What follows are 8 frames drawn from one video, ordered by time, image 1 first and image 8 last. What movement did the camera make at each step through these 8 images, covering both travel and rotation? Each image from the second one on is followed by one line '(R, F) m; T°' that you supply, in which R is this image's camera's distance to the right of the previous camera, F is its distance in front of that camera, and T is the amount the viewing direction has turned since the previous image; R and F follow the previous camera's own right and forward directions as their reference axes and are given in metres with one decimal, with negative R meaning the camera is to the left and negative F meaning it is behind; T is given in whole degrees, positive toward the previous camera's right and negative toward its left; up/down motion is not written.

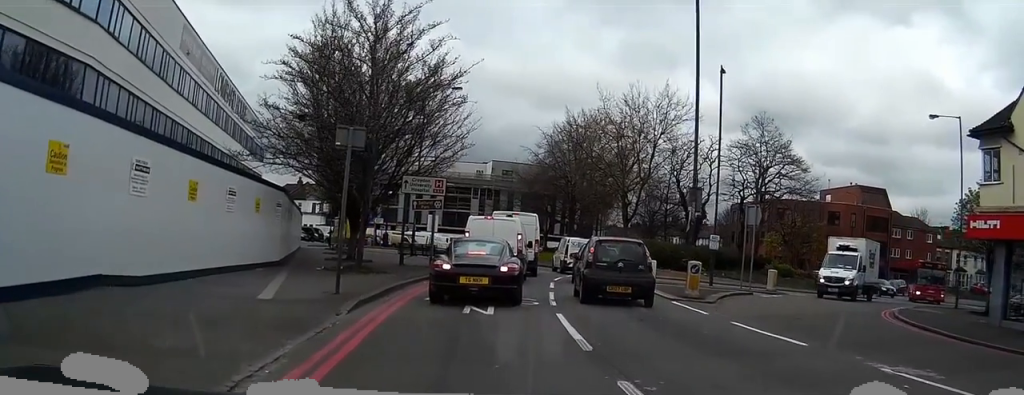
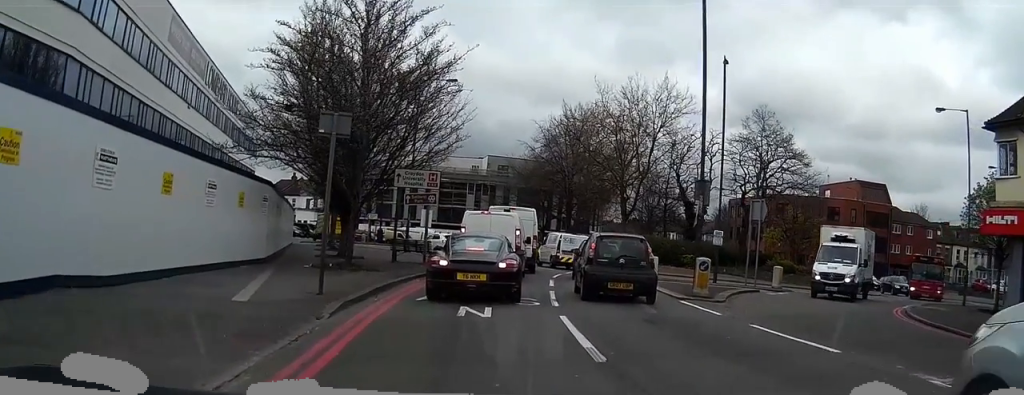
(0.0, +1.1) m; -1°
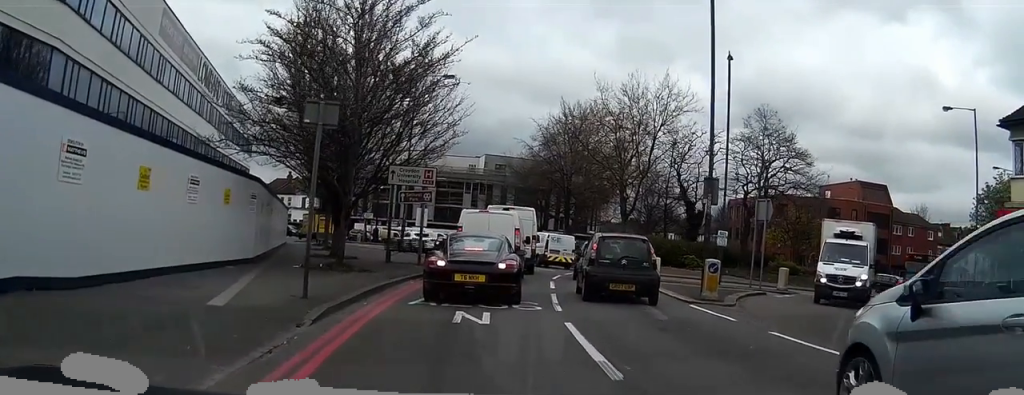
(0.0, +1.0) m; 0°
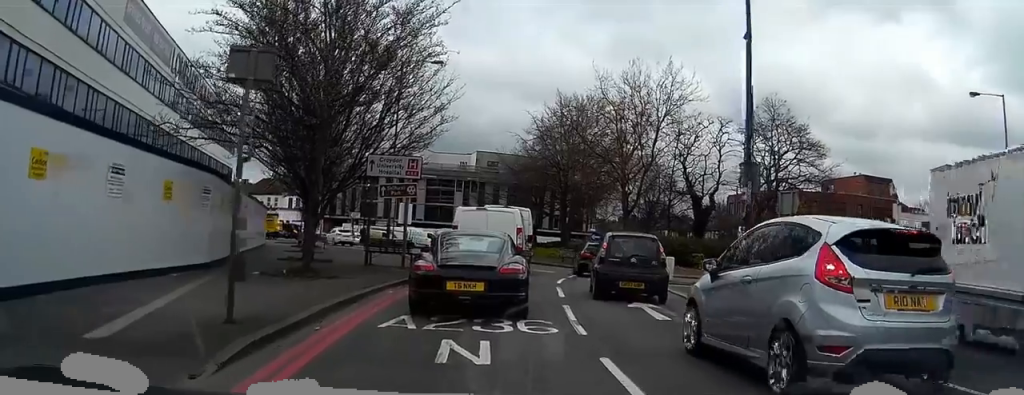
(0.0, +3.5) m; +1°
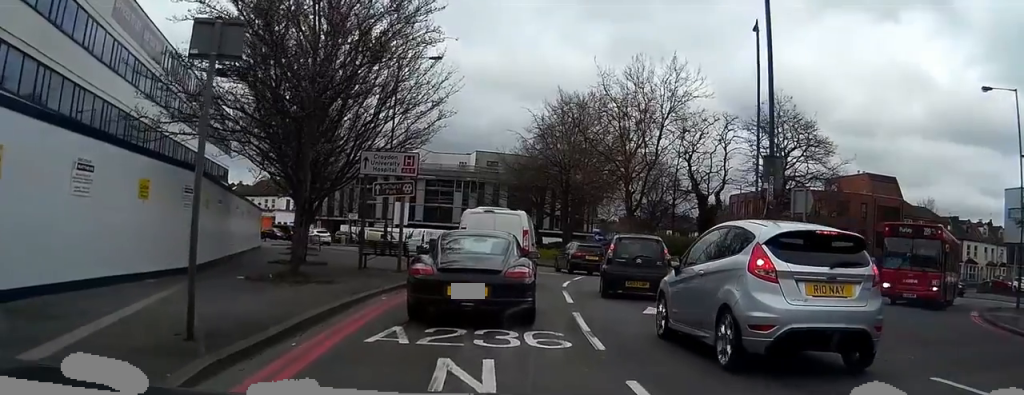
(0.0, +1.2) m; 0°
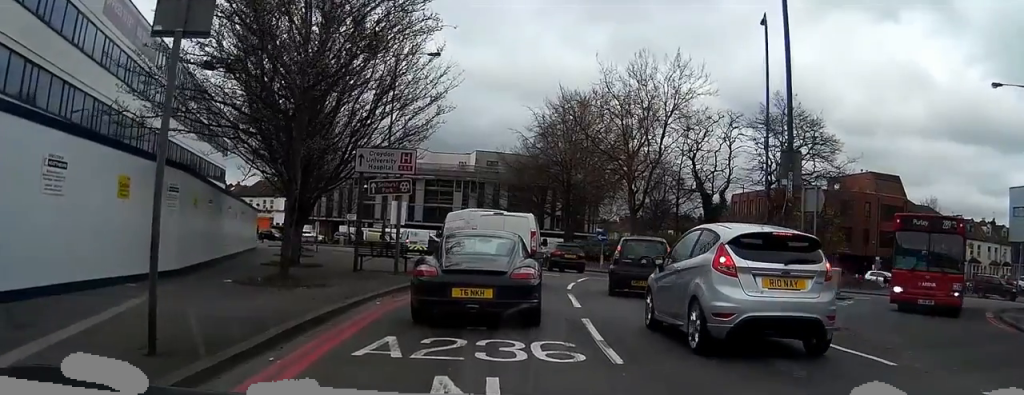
(0.0, +0.9) m; 0°
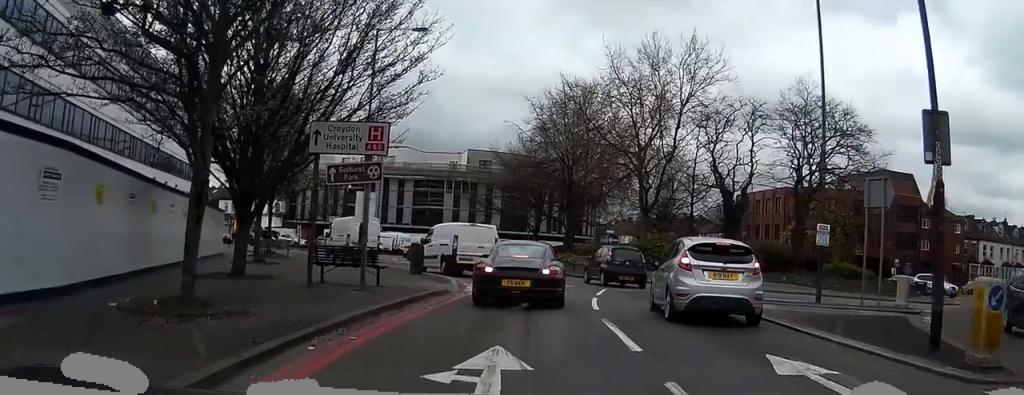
(0.0, +5.5) m; +1°
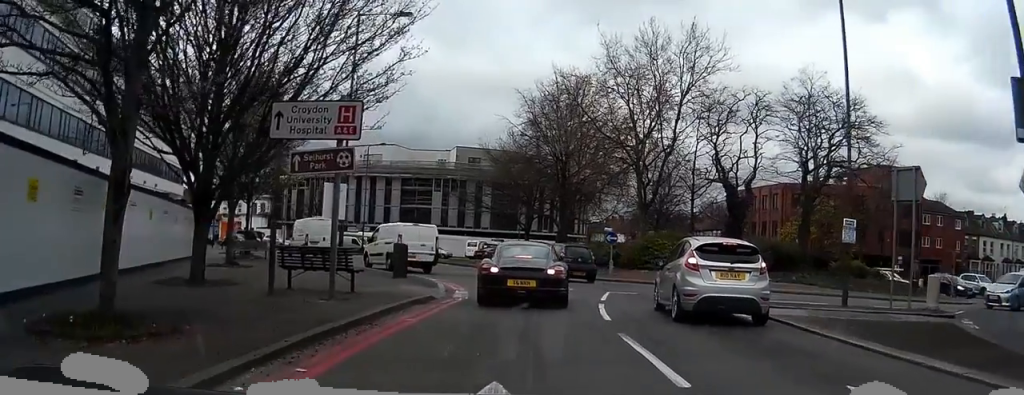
(0.0, +2.3) m; +1°
